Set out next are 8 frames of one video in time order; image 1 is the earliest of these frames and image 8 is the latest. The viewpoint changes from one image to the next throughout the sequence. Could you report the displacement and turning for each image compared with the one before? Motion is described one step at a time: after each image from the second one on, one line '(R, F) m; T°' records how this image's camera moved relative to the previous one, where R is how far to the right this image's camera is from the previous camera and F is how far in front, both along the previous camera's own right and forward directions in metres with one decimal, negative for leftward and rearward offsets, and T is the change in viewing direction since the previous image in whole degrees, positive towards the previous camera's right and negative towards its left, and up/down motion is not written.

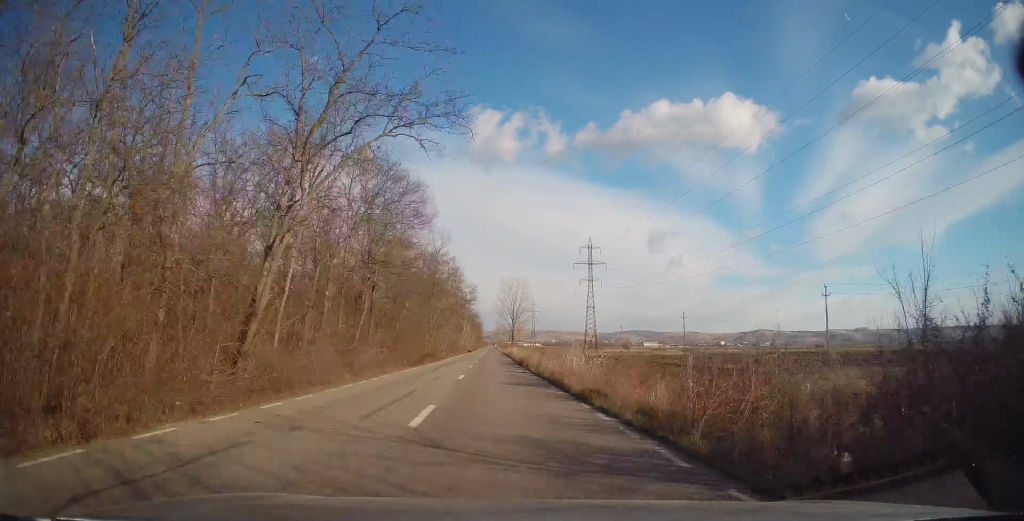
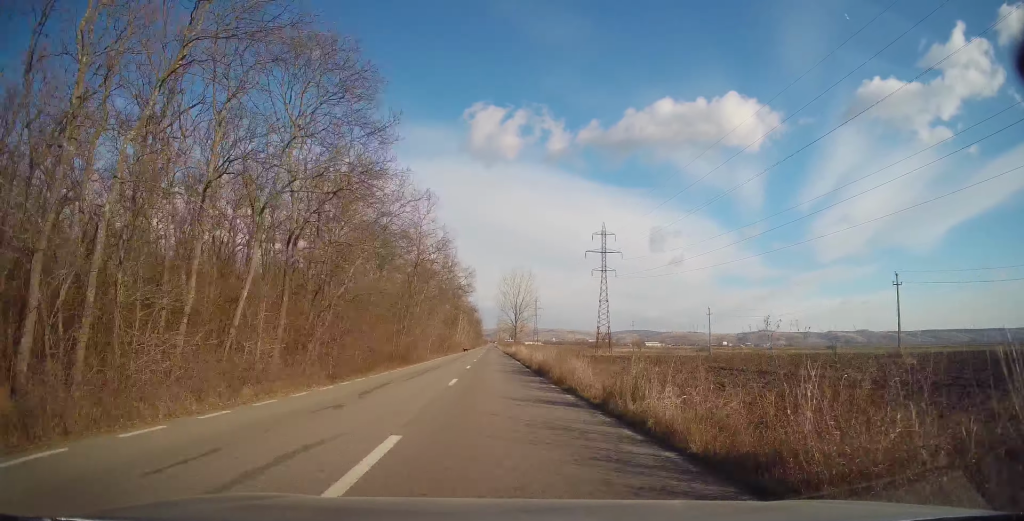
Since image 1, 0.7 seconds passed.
(0.0, +16.0) m; 0°
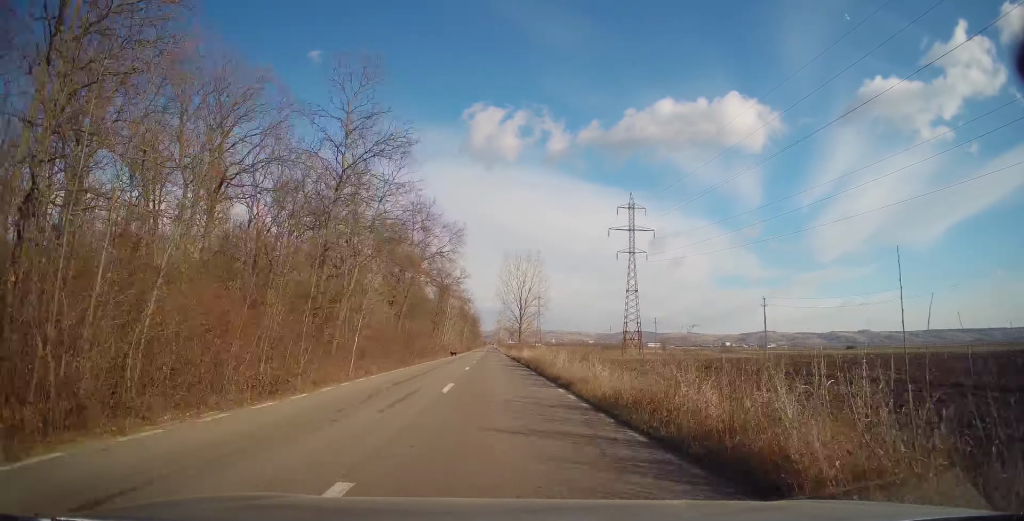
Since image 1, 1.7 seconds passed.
(0.0, +26.2) m; 0°
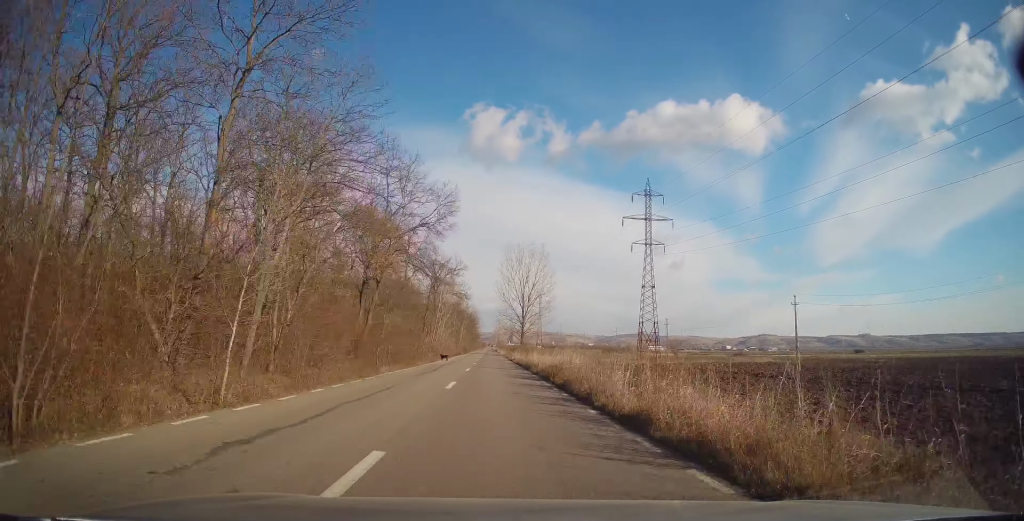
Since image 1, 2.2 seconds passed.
(0.0, +10.3) m; 0°
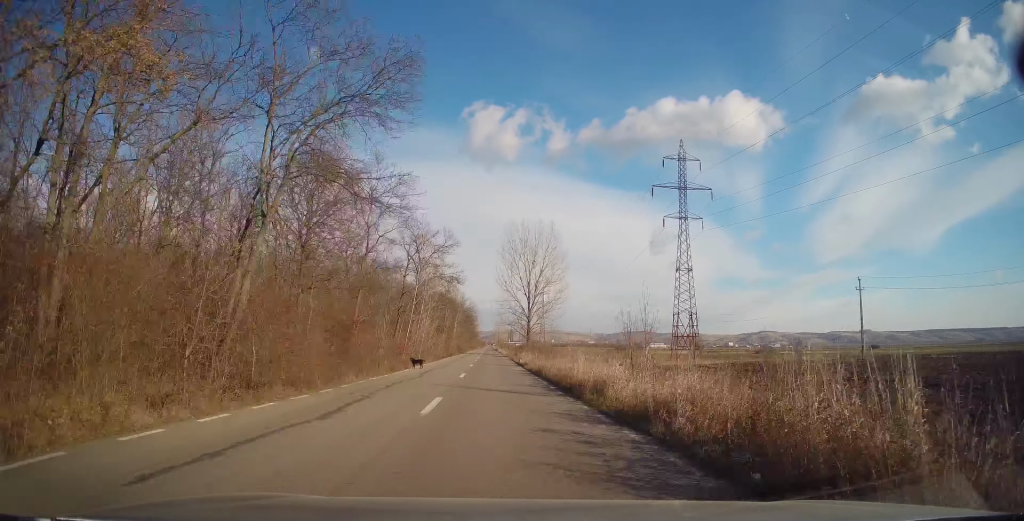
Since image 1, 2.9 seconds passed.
(0.0, +17.4) m; 0°
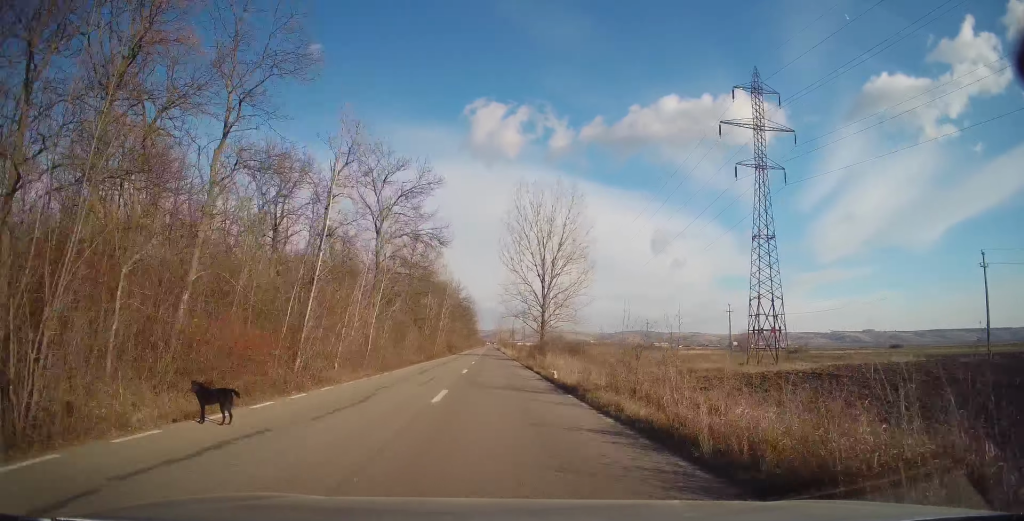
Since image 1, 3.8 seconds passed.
(0.0, +22.0) m; 0°
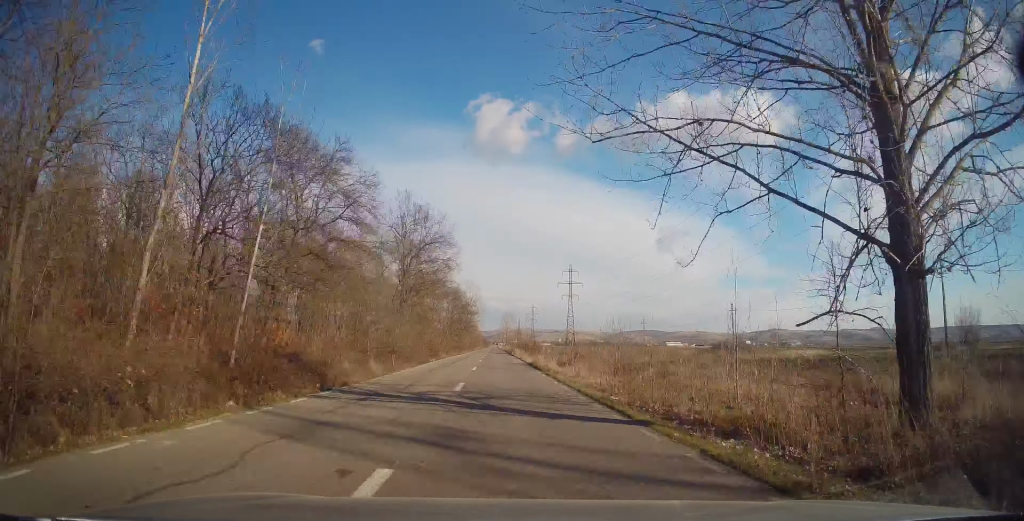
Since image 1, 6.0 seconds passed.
(-0.1, +56.5) m; -1°
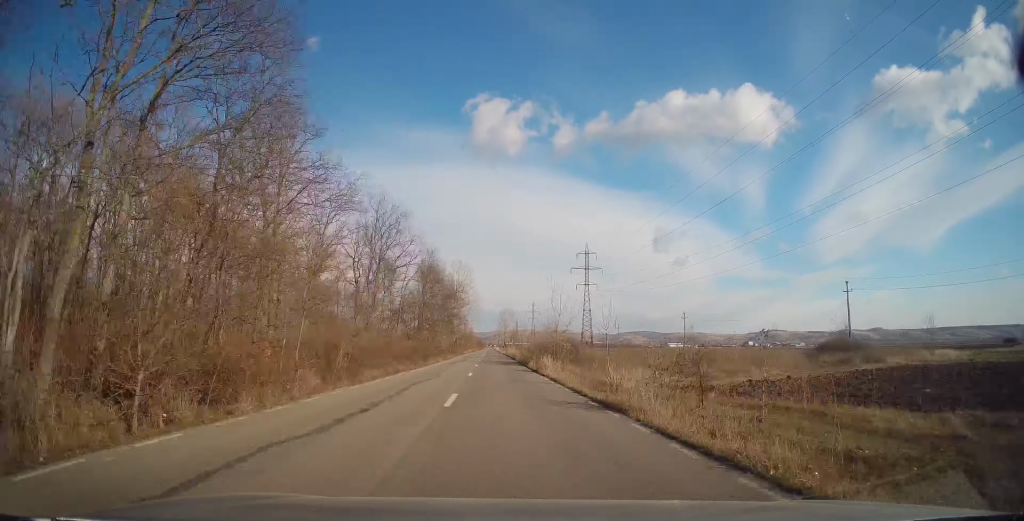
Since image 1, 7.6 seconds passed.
(-0.3, +39.5) m; 0°
